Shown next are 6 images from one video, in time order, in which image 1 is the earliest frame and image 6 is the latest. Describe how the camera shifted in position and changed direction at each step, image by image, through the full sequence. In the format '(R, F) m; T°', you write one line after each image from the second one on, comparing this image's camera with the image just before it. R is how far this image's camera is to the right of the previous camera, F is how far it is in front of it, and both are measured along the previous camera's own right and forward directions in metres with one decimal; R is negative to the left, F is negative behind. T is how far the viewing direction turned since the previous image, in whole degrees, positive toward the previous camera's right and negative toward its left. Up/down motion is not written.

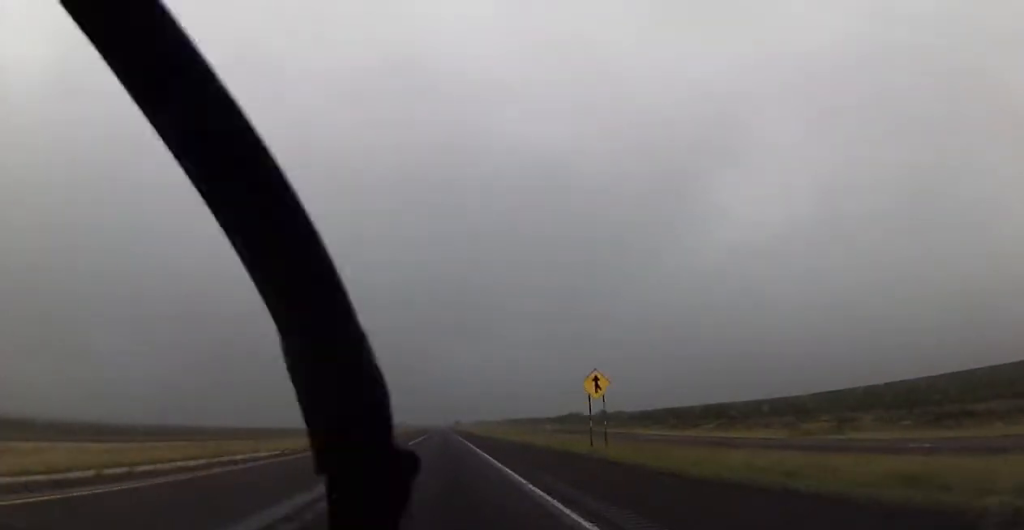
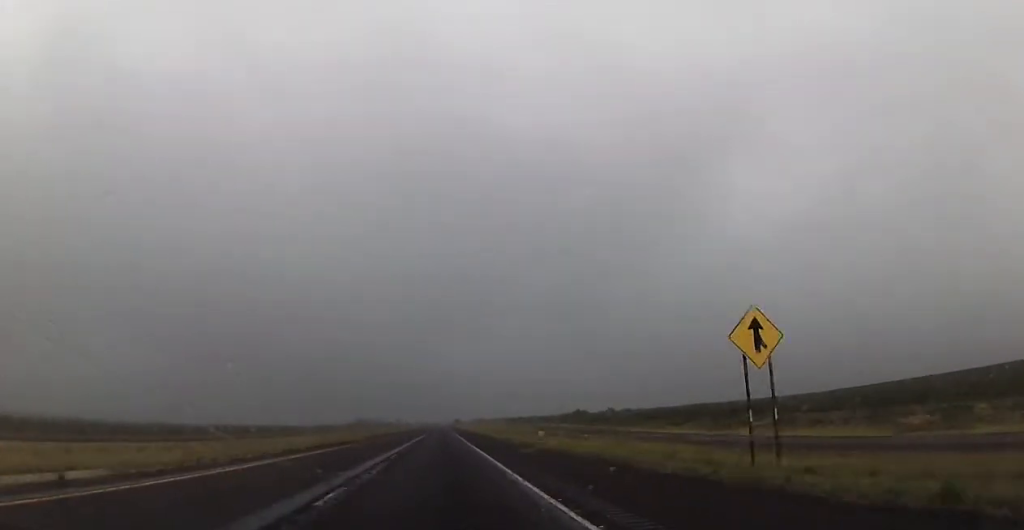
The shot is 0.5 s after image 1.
(0.0, +18.6) m; 0°
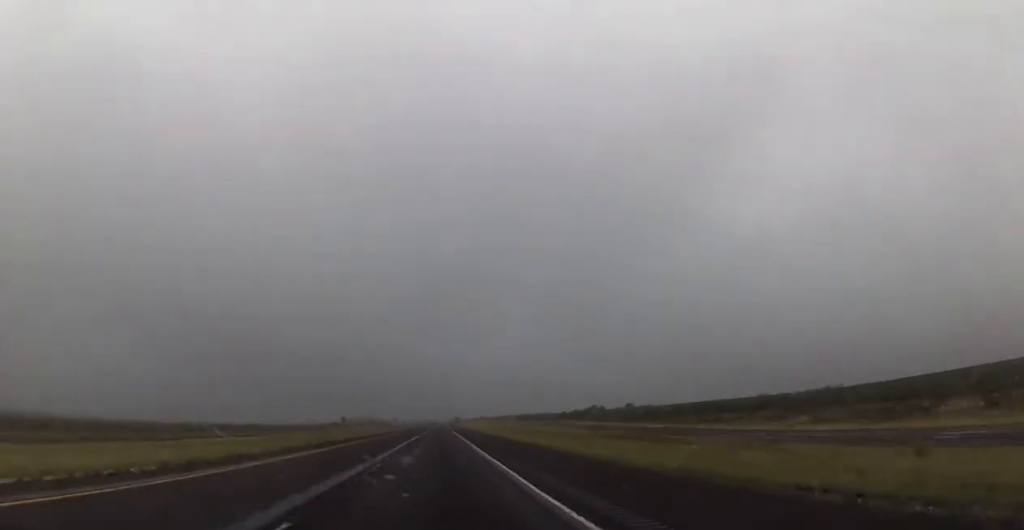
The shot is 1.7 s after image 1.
(-0.5, +42.0) m; -1°
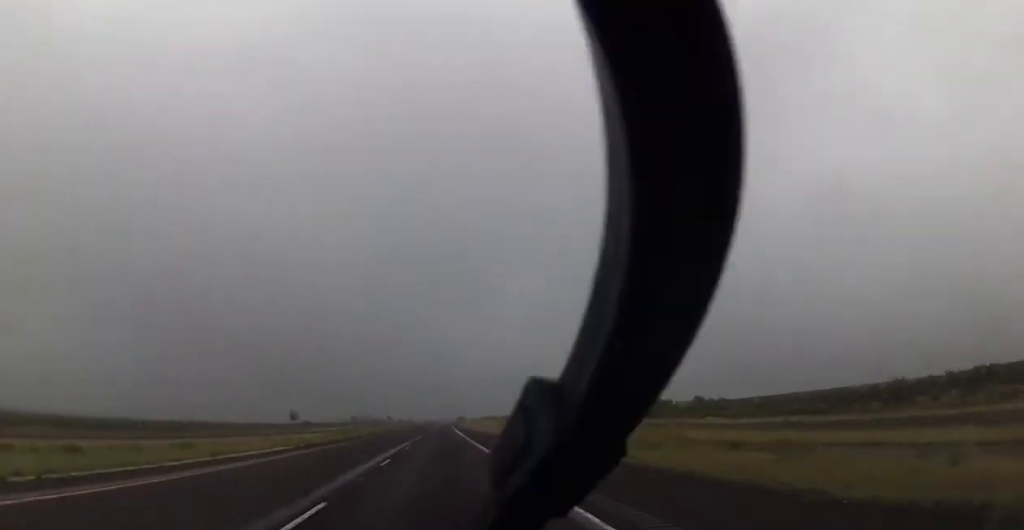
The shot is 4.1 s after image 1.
(+0.6, +84.7) m; 0°
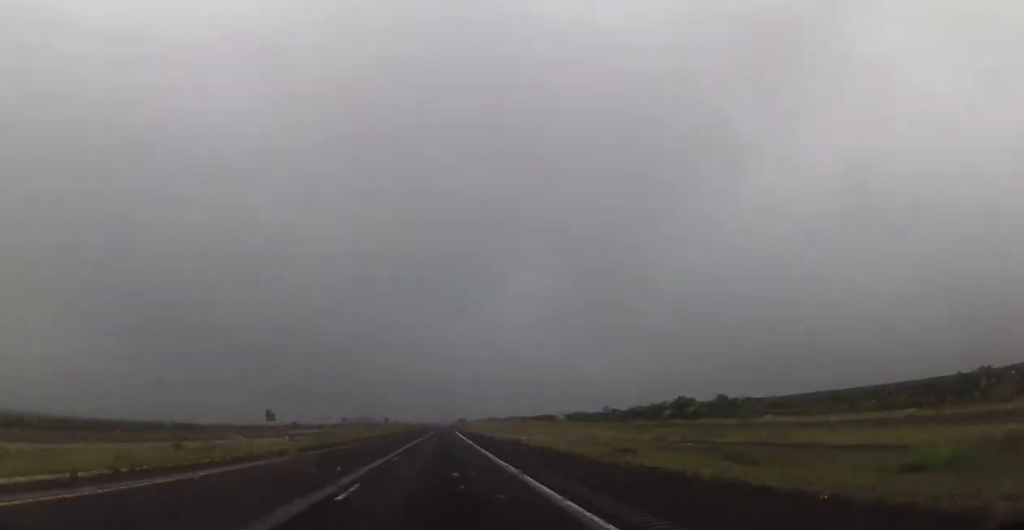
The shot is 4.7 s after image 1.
(+0.1, +21.0) m; 0°
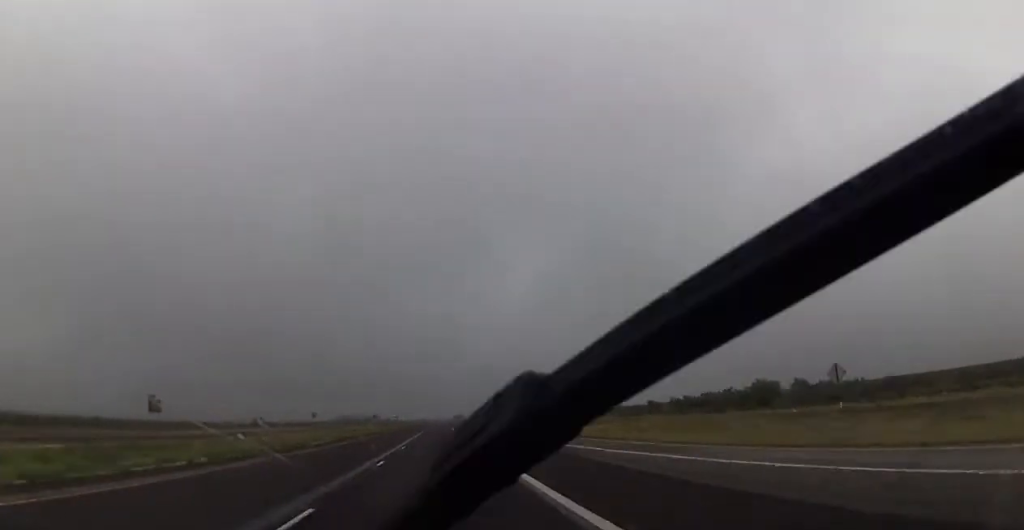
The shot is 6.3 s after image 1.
(+0.3, +53.6) m; 0°
